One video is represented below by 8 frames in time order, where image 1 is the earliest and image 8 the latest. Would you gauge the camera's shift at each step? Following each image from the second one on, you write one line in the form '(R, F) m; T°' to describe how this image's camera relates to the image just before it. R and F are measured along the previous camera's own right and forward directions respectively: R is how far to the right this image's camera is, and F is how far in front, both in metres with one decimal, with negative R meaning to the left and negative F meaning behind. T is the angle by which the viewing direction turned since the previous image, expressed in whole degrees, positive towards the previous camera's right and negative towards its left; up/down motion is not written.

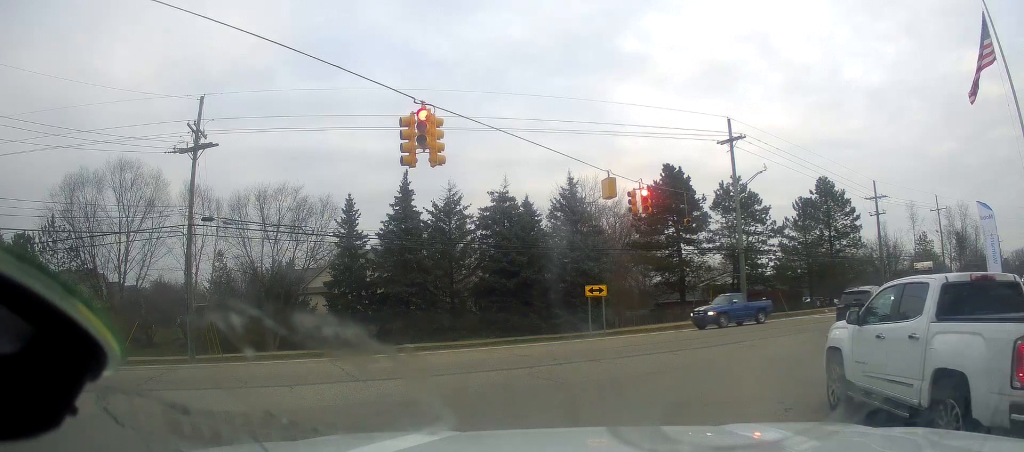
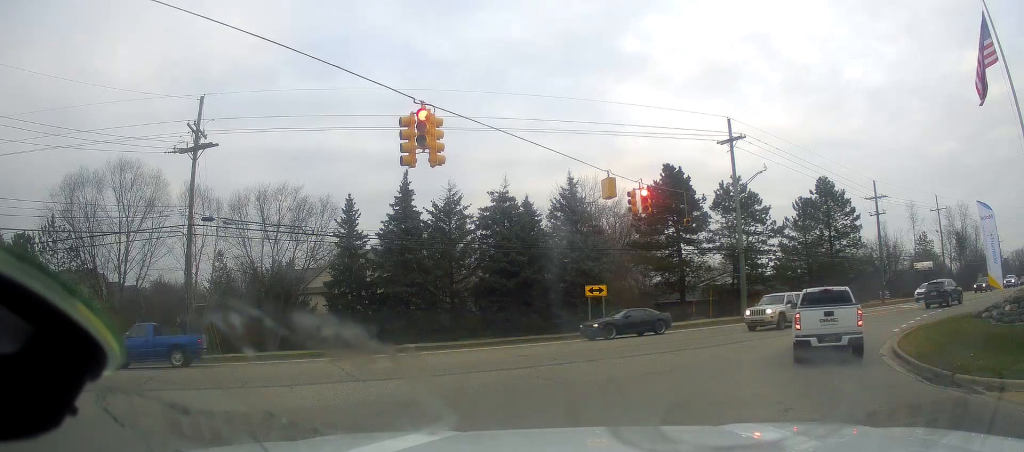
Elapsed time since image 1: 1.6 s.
(0.0, 0.0) m; 0°
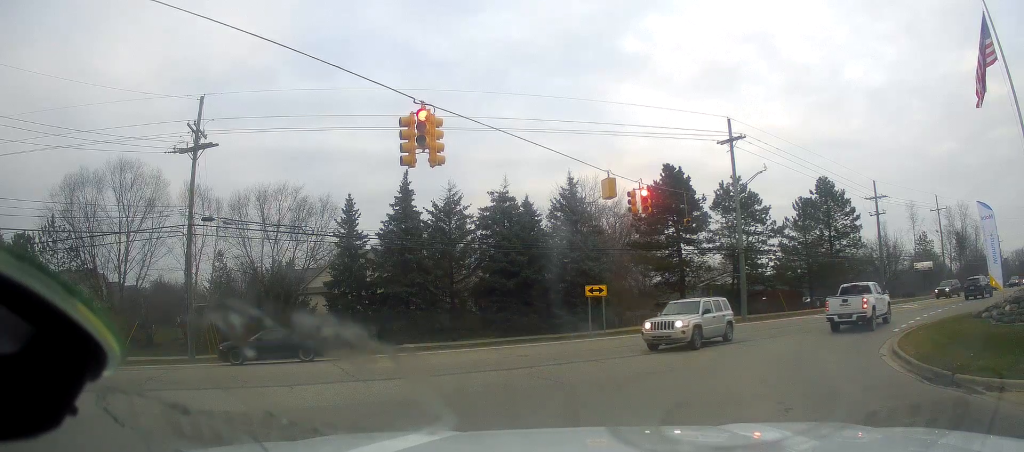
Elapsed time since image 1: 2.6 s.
(0.0, 0.0) m; 0°
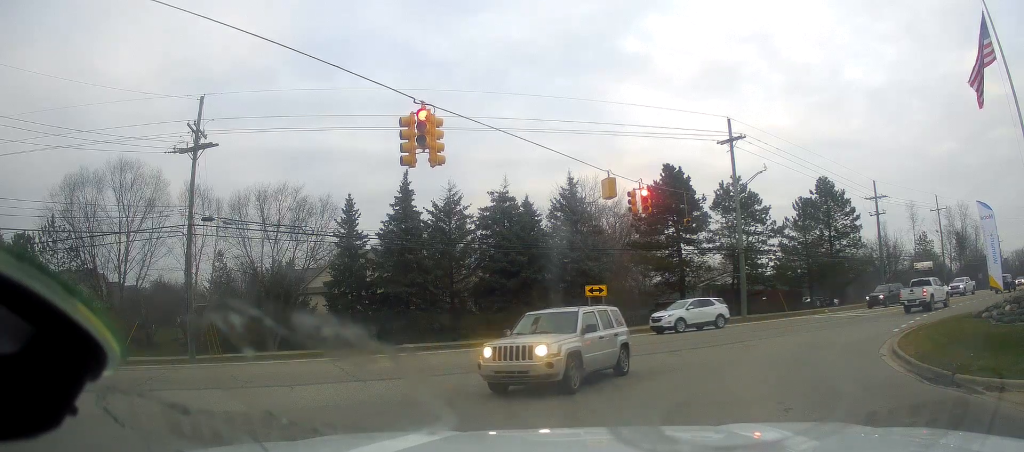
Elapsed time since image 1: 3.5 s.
(0.0, 0.0) m; 0°
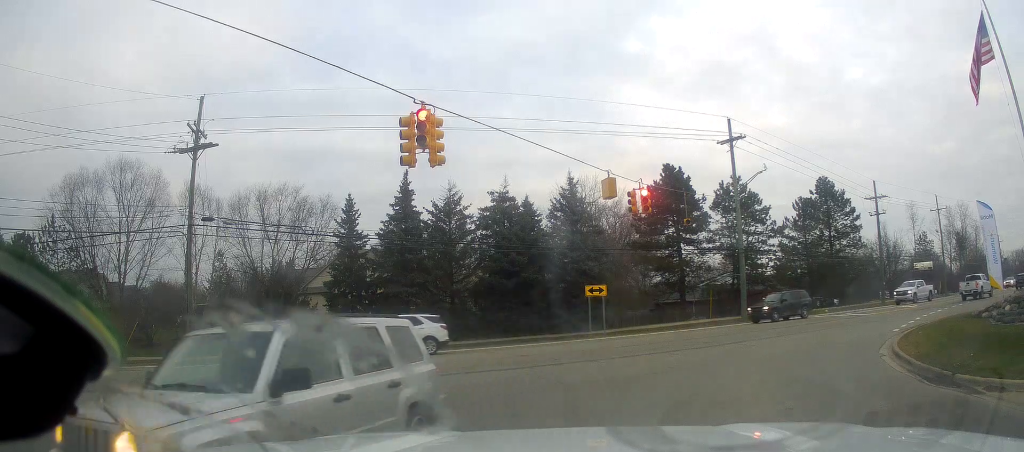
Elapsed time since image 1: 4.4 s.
(0.0, 0.0) m; 0°
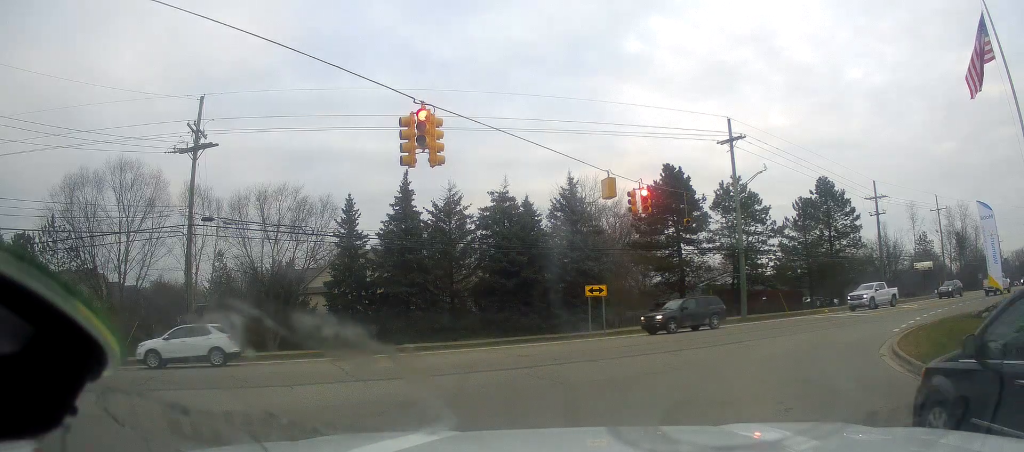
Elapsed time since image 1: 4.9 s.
(0.0, 0.0) m; 0°
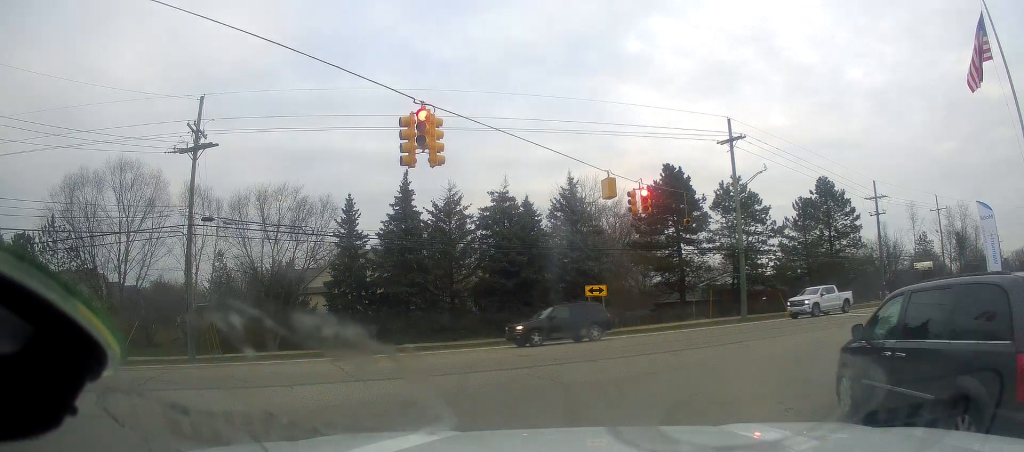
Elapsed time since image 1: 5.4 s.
(0.0, 0.0) m; 0°
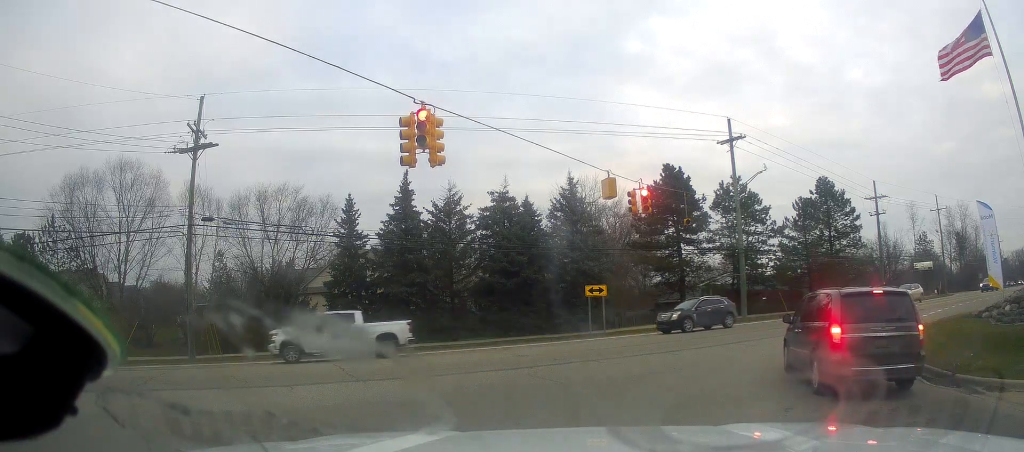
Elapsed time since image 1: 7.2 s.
(0.0, 0.0) m; 0°
